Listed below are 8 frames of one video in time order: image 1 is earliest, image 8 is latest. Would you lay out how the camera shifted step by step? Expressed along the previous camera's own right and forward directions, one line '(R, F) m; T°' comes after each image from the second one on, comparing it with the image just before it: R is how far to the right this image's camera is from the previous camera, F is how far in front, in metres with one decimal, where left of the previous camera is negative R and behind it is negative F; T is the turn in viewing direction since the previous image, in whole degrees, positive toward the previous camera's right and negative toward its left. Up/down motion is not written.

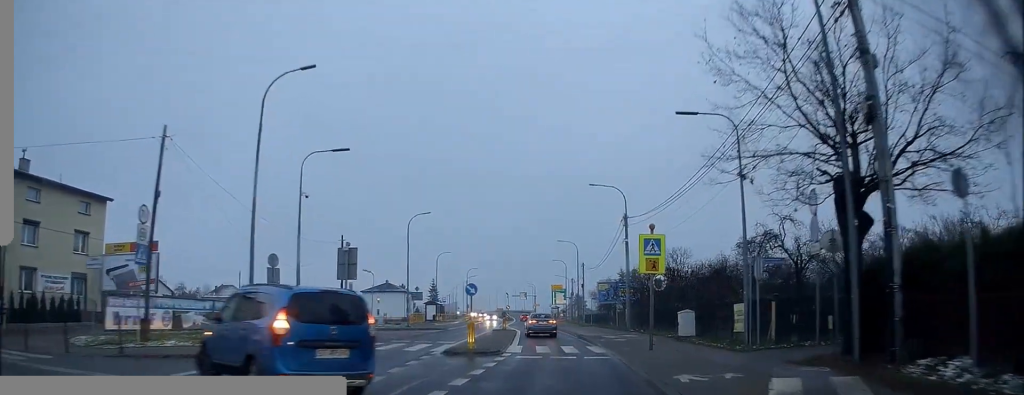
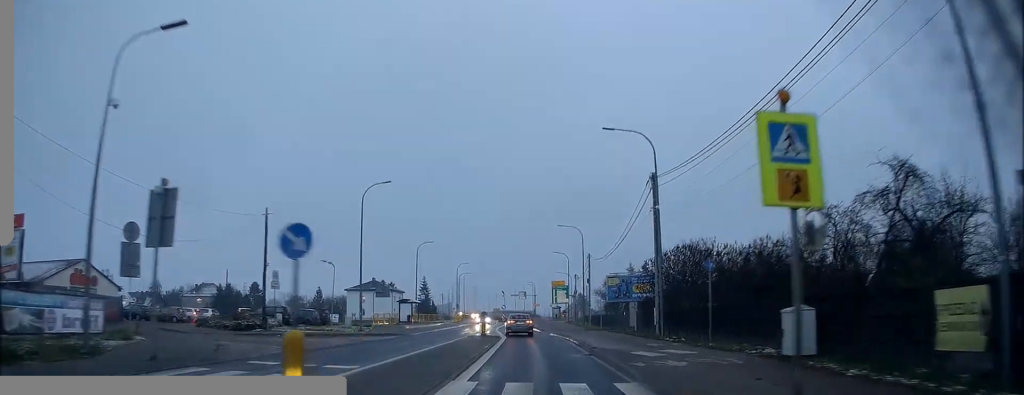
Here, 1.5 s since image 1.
(-0.1, +12.3) m; -1°
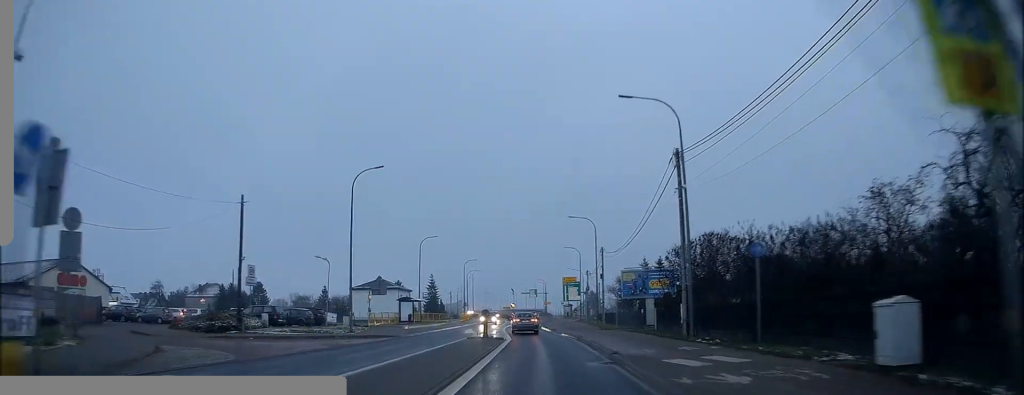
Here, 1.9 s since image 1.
(0.0, +3.8) m; 0°
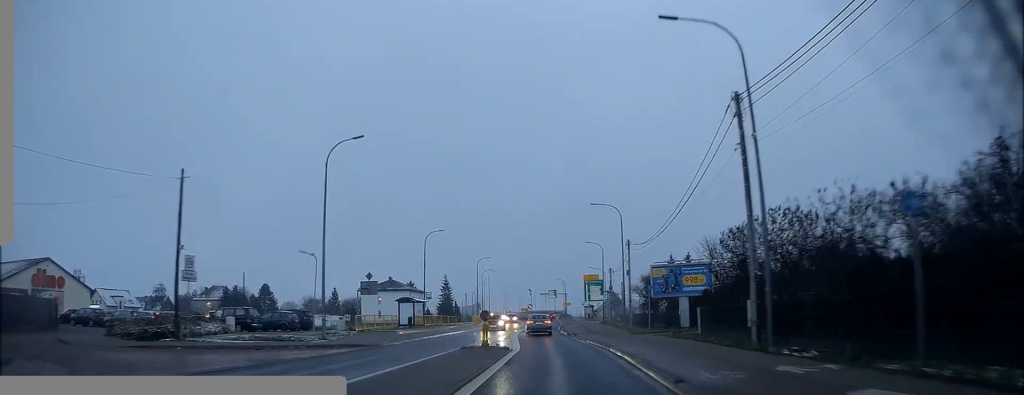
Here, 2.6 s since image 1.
(+0.2, +6.8) m; -1°
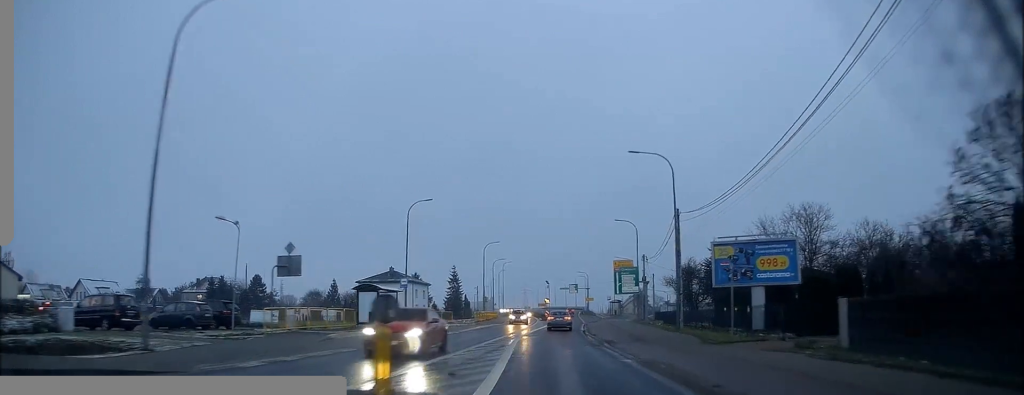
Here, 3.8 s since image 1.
(-0.4, +14.6) m; -2°
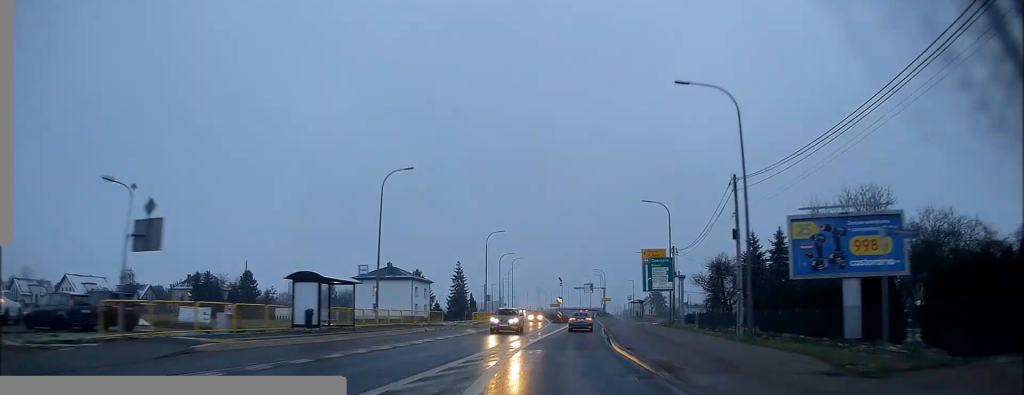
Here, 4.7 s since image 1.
(+0.1, +10.7) m; -1°
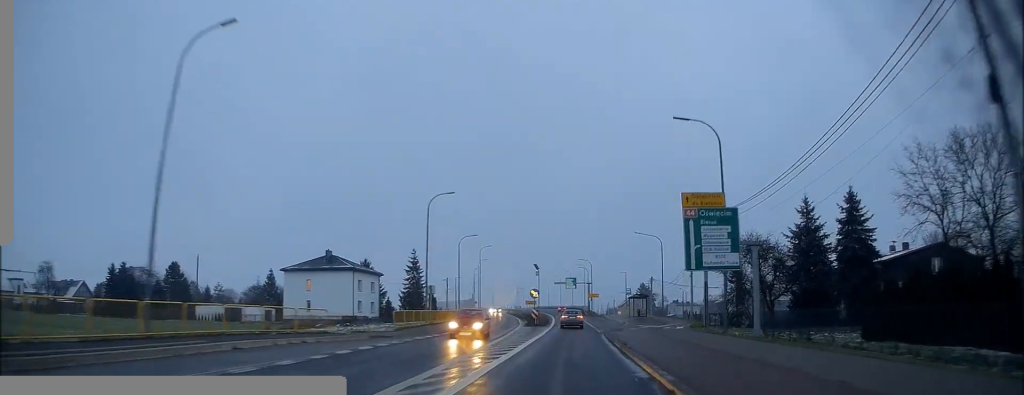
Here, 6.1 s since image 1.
(-0.3, +20.8) m; 0°
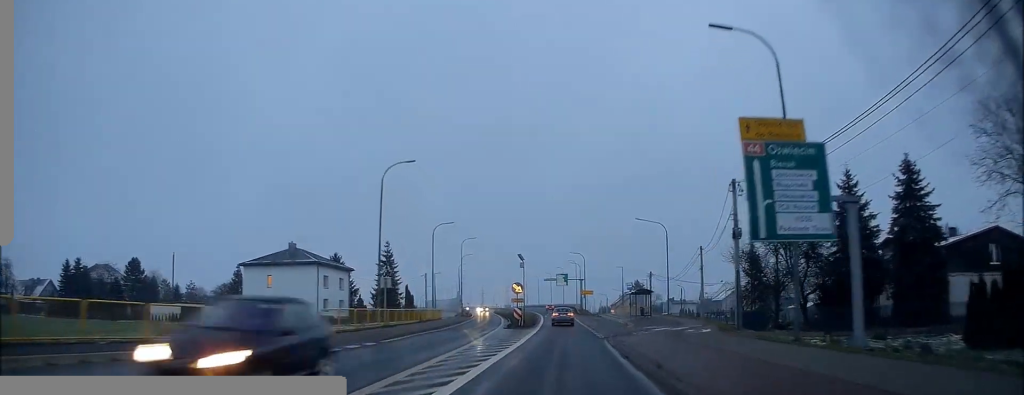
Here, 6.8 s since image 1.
(0.0, +9.5) m; +1°
